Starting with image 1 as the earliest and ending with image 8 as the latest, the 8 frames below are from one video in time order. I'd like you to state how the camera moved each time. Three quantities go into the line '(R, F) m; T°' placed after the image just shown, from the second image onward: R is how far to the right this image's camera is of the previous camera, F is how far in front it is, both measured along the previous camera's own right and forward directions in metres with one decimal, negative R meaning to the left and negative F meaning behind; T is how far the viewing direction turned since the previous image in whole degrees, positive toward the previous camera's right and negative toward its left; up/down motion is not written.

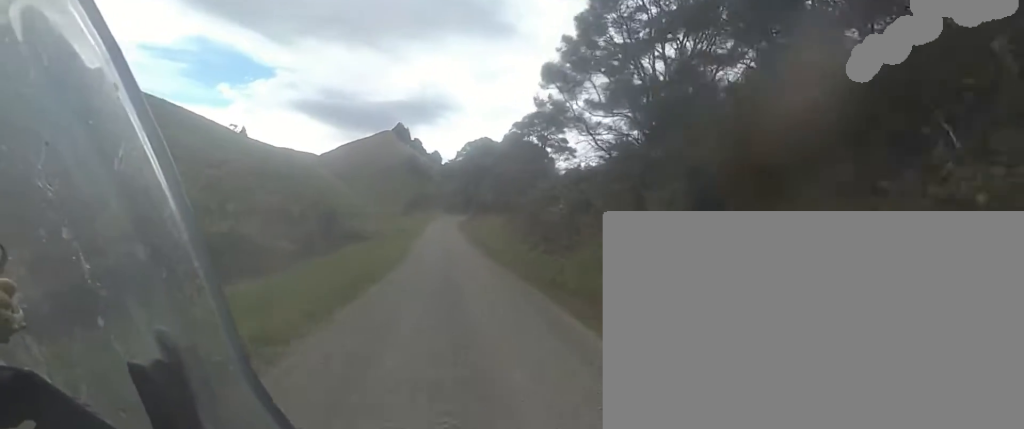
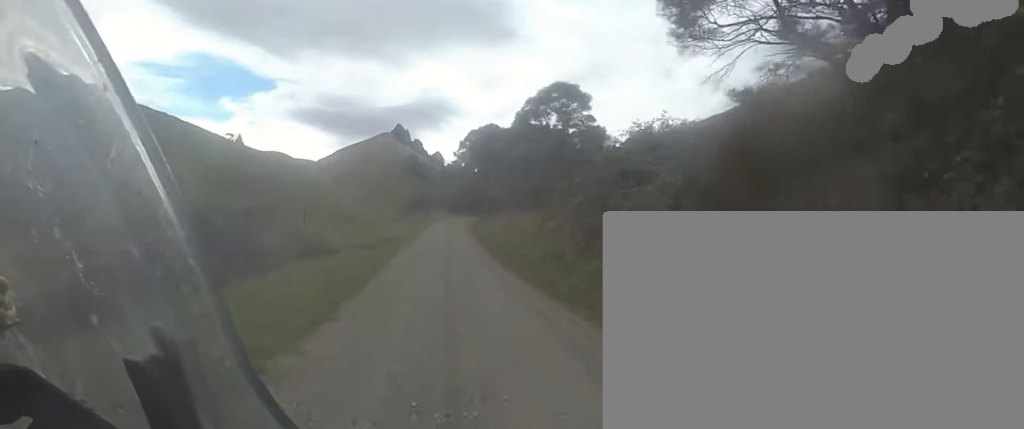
(+0.1, +11.1) m; -1°
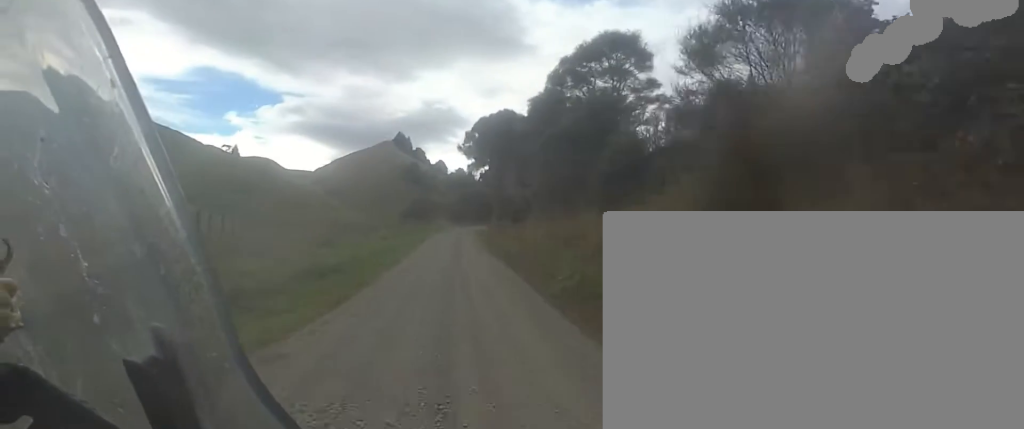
(-0.4, +13.9) m; -2°
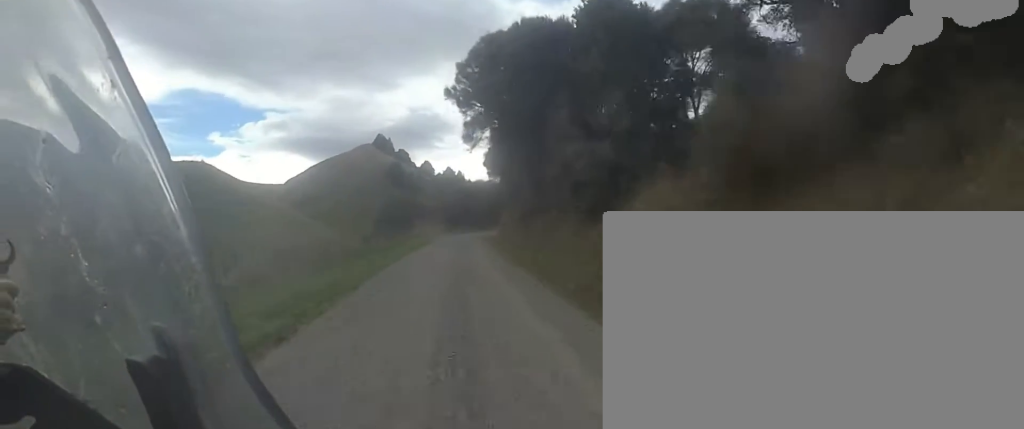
(0.0, +23.4) m; +2°
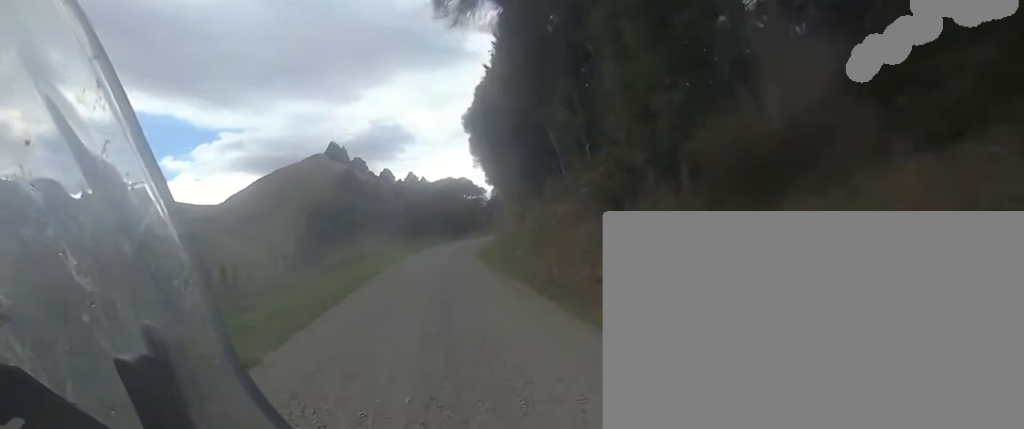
(+0.8, +21.7) m; +8°
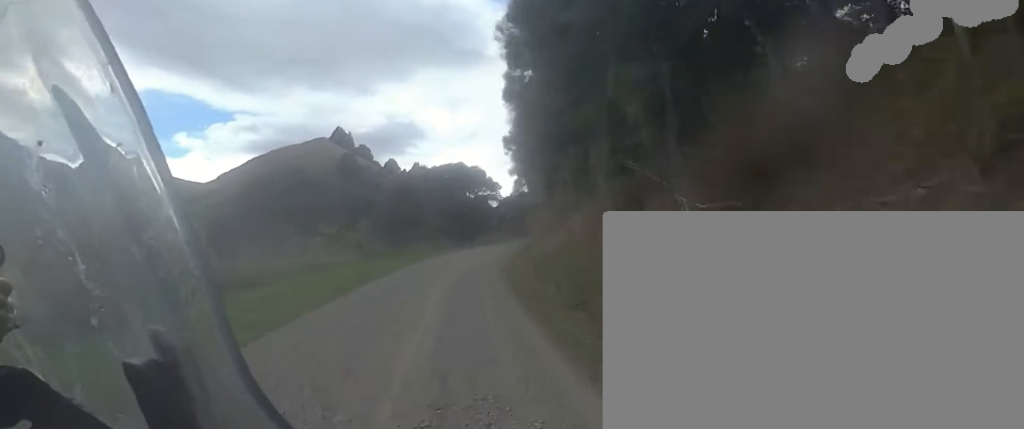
(+1.1, +14.6) m; +4°
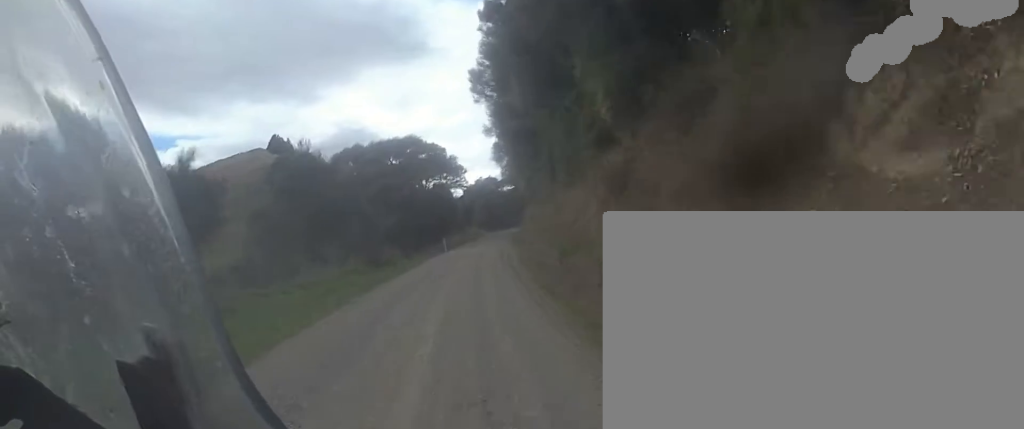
(+0.1, +15.3) m; 0°
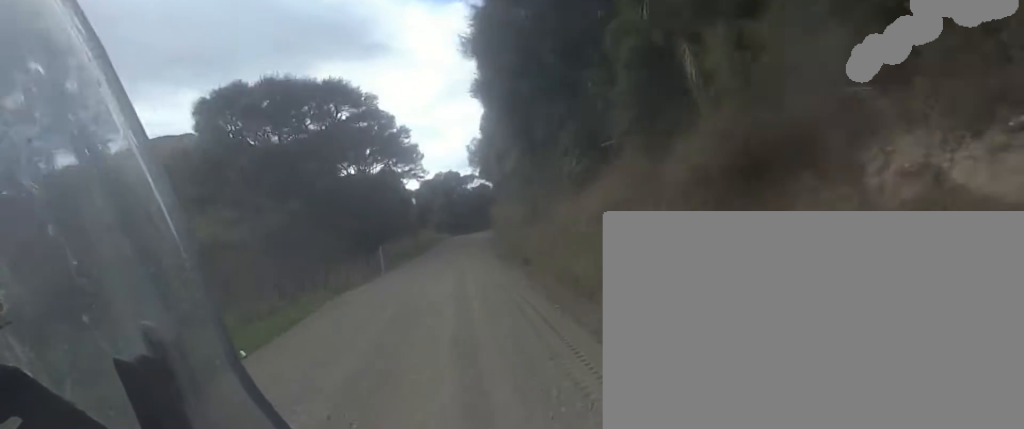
(0.0, +13.7) m; +1°
